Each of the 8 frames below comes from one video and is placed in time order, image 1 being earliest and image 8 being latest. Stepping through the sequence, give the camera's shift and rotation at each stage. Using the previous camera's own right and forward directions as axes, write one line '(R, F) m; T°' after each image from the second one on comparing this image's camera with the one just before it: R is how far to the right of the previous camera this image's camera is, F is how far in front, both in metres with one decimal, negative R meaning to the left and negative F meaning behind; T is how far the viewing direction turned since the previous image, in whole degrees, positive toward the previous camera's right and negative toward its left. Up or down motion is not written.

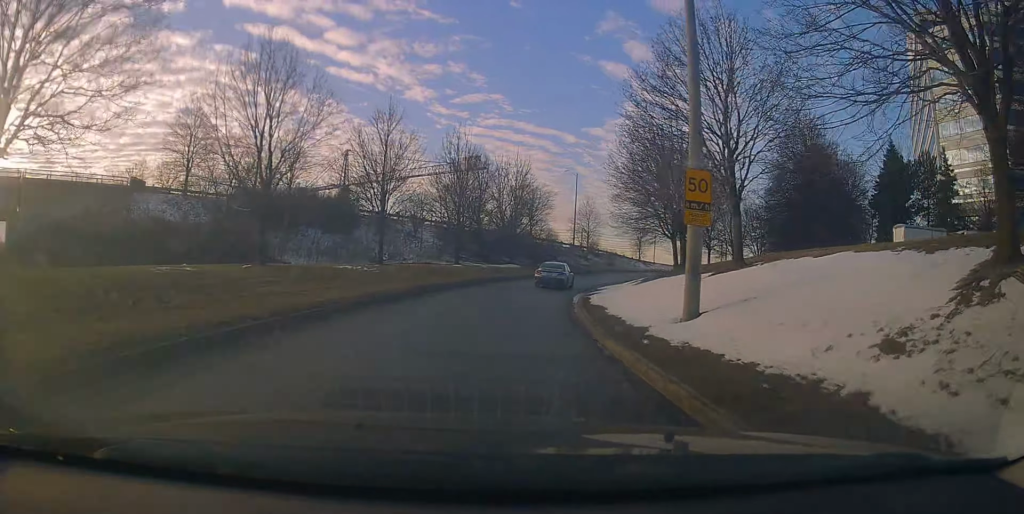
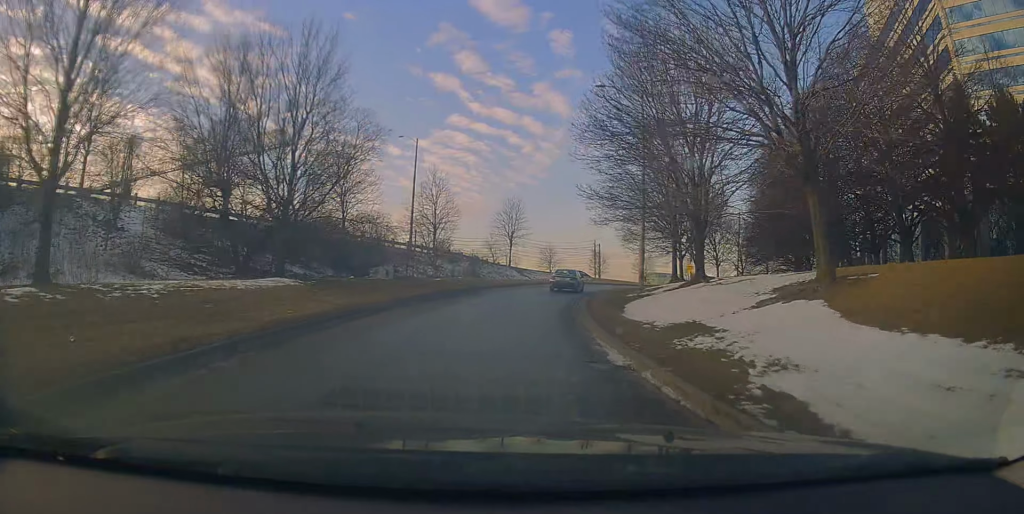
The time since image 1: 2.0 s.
(+4.9, +31.6) m; +17°
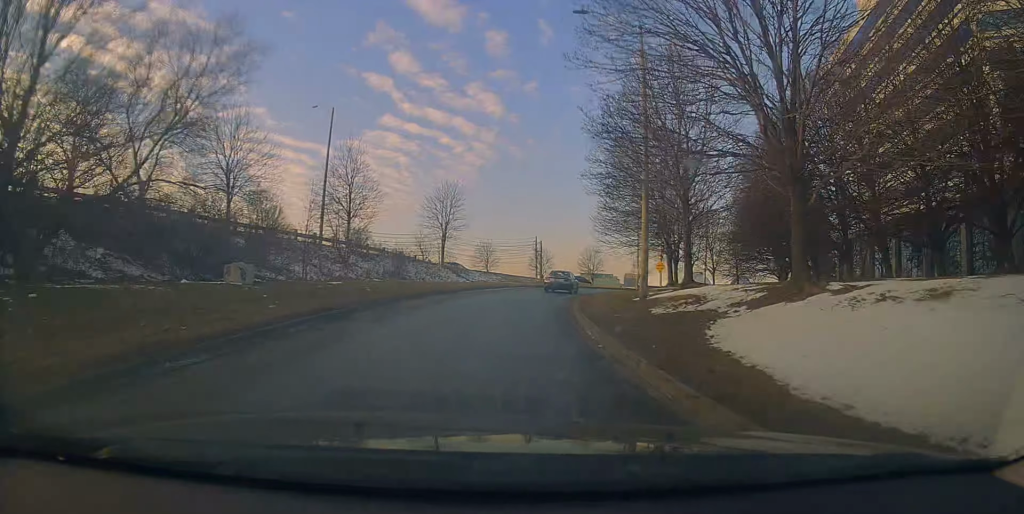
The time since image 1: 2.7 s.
(+0.8, +11.9) m; +7°
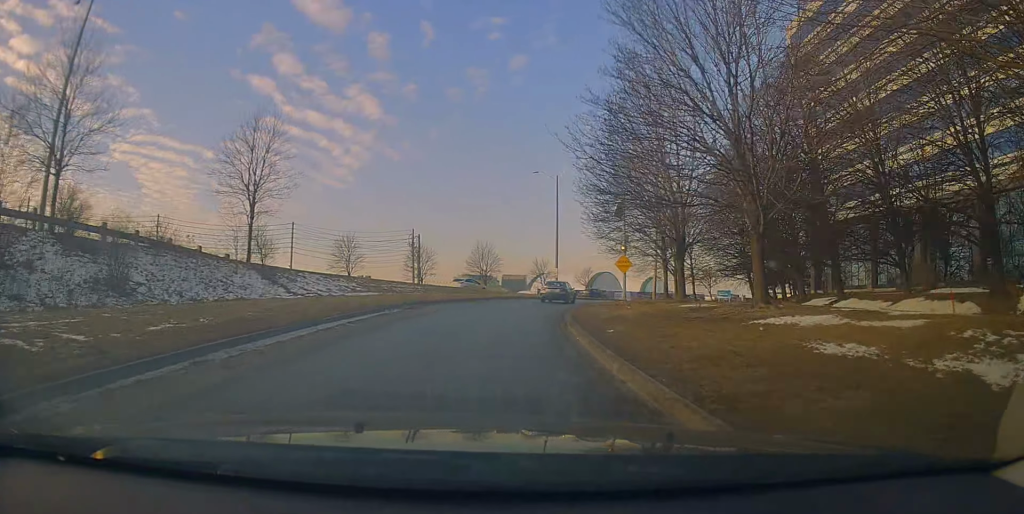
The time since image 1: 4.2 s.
(+2.7, +23.6) m; +12°
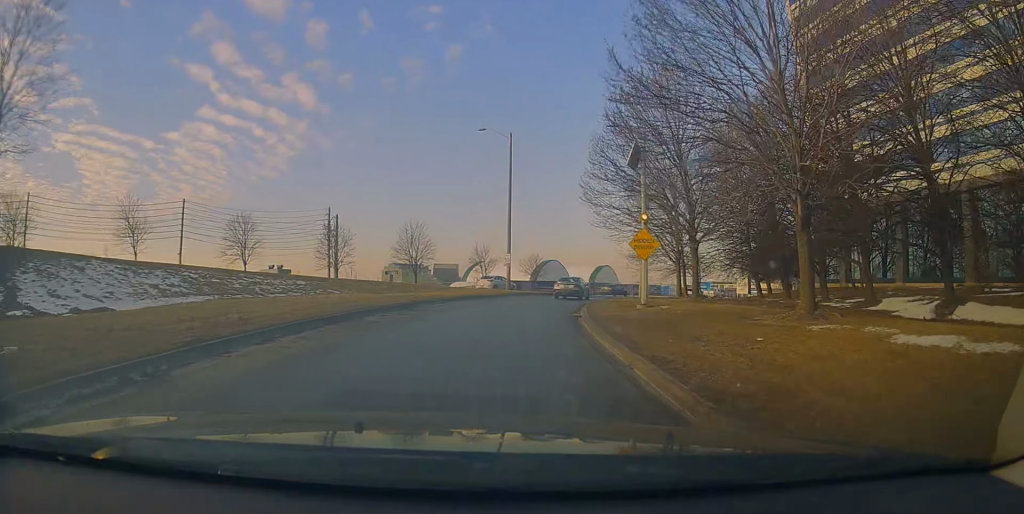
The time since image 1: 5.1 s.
(+0.4, +15.0) m; +7°
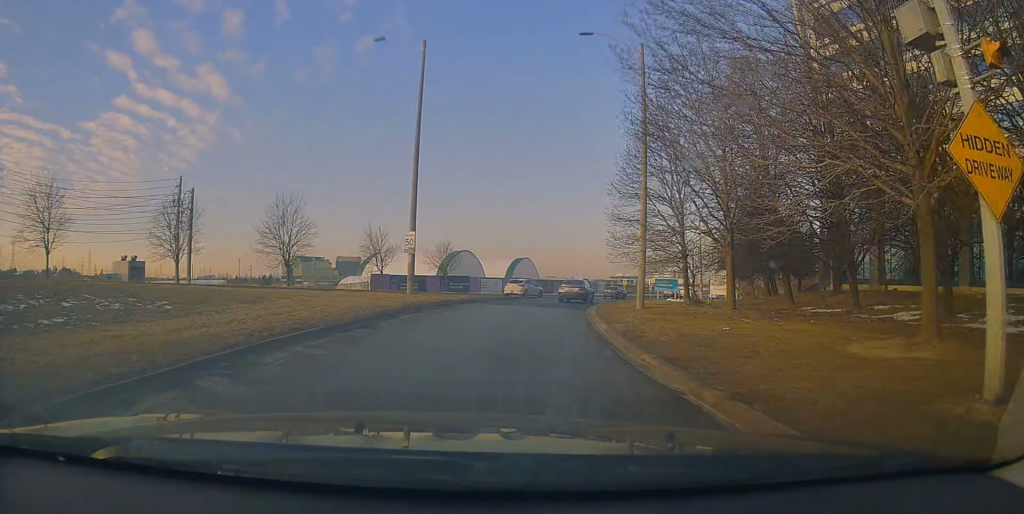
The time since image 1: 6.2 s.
(+1.9, +18.3) m; +9°
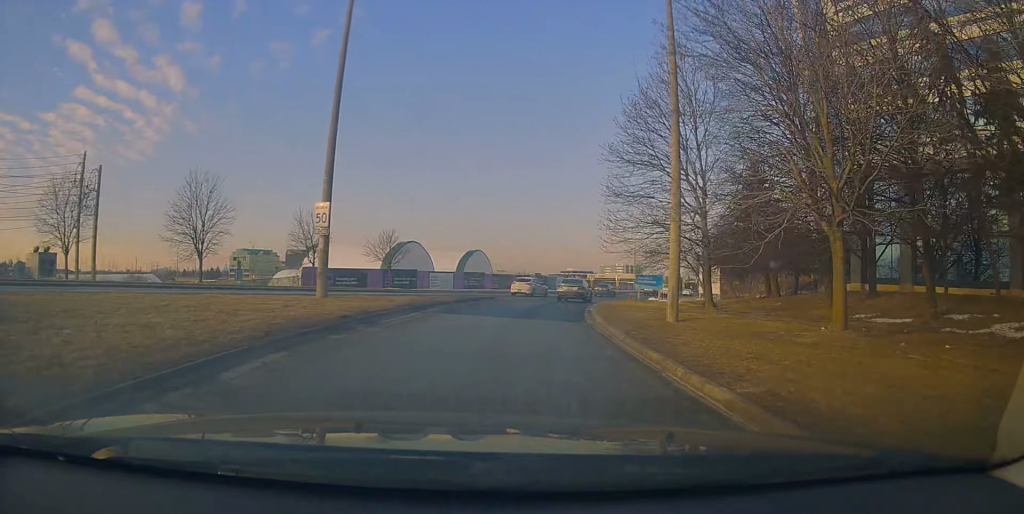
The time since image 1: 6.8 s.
(+0.1, +9.0) m; +5°
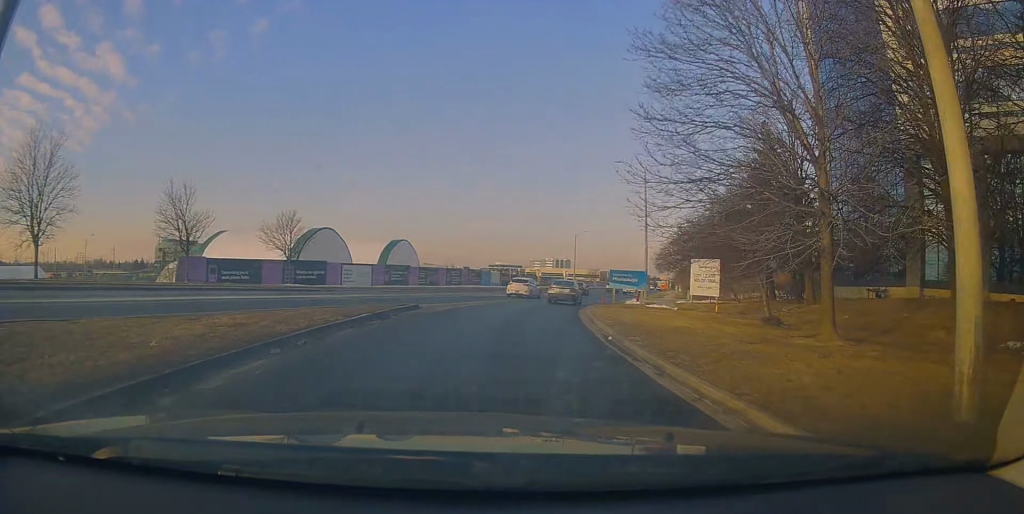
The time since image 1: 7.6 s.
(+1.0, +12.5) m; +7°
